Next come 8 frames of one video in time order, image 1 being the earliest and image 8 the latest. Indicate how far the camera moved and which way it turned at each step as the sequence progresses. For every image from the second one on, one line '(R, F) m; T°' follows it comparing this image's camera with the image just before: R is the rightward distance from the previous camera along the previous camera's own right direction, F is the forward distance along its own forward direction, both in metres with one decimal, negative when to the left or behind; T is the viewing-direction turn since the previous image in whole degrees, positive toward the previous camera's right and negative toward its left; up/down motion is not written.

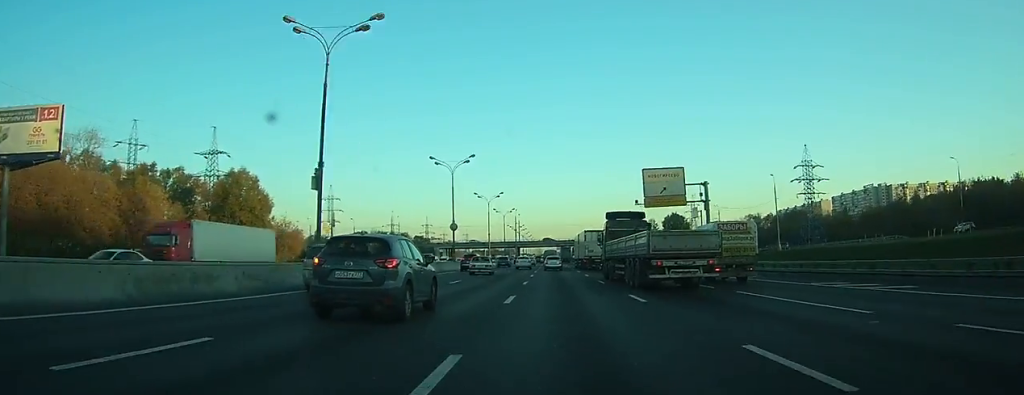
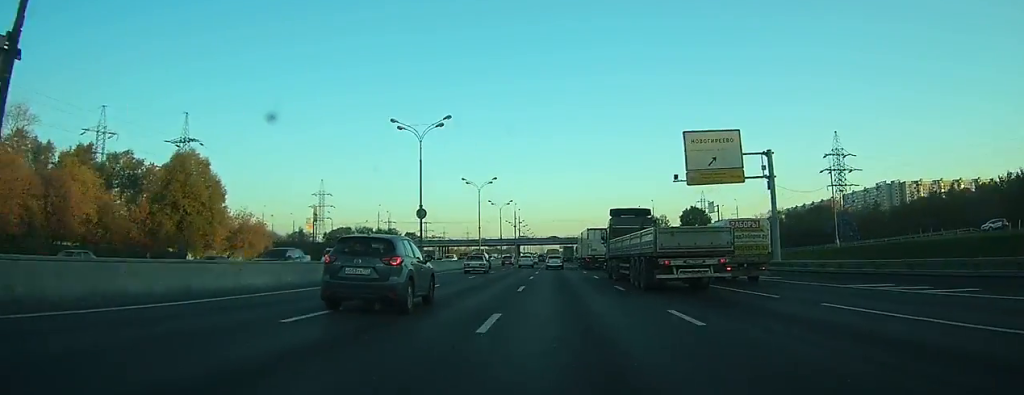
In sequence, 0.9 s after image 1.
(0.0, +17.8) m; 0°
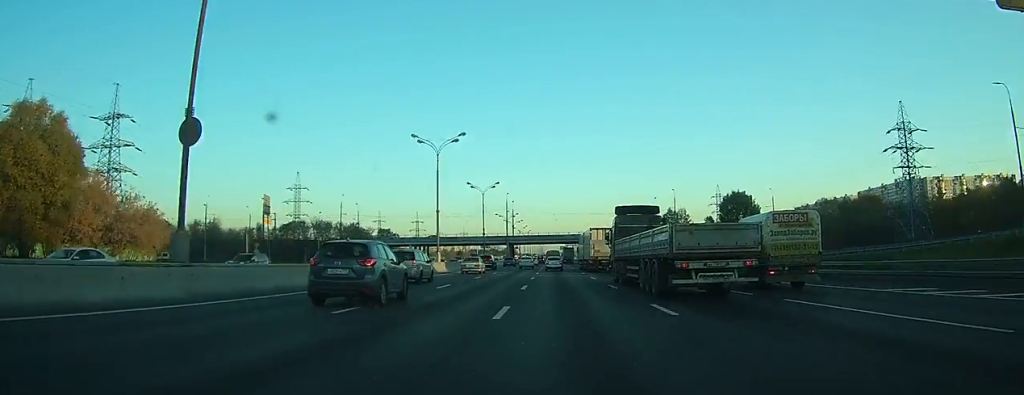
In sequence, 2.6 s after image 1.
(-0.1, +32.9) m; 0°
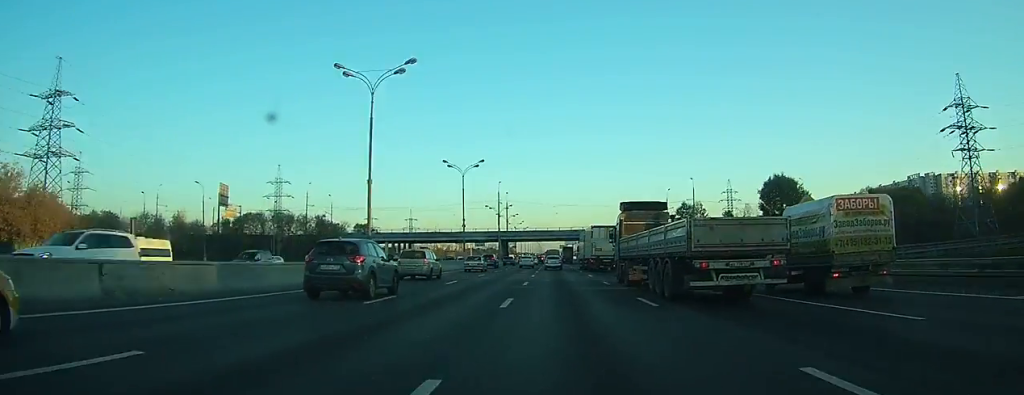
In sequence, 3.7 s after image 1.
(0.0, +22.3) m; 0°
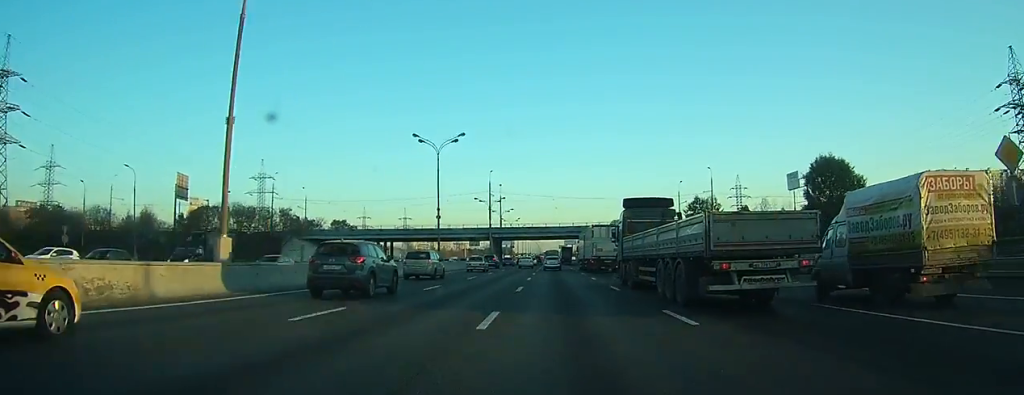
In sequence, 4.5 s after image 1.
(0.0, +16.6) m; 0°
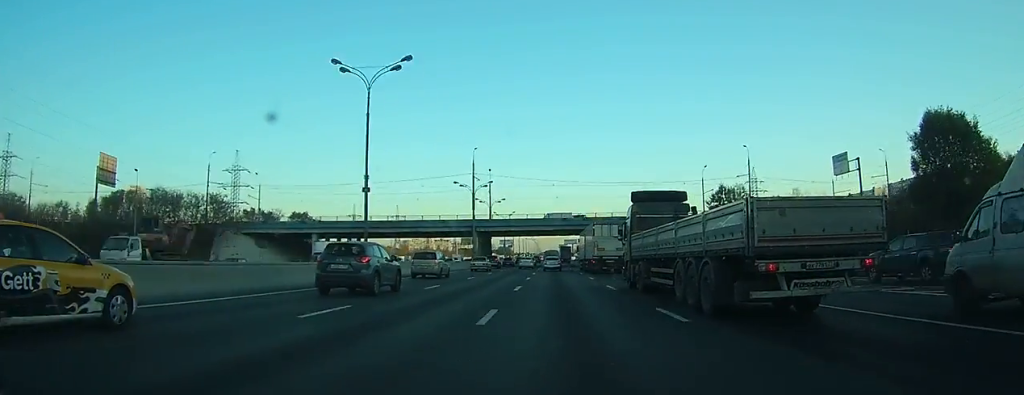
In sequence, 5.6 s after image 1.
(+0.1, +22.7) m; 0°
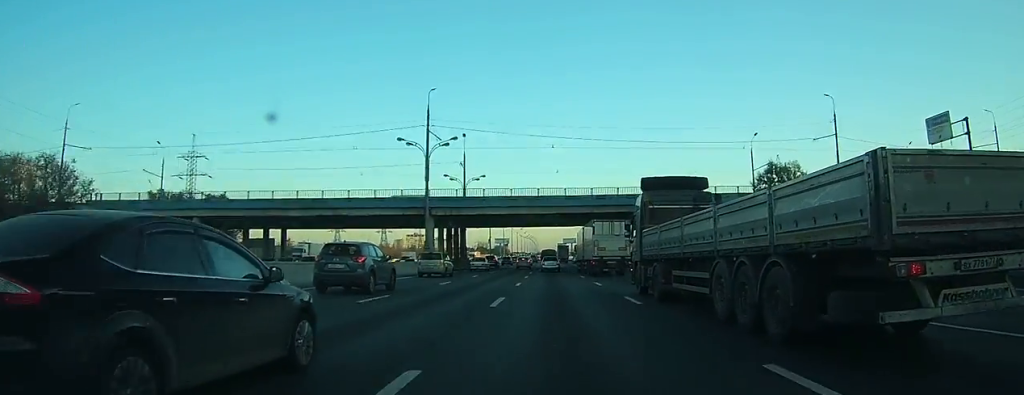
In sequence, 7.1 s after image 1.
(+0.1, +29.9) m; 0°
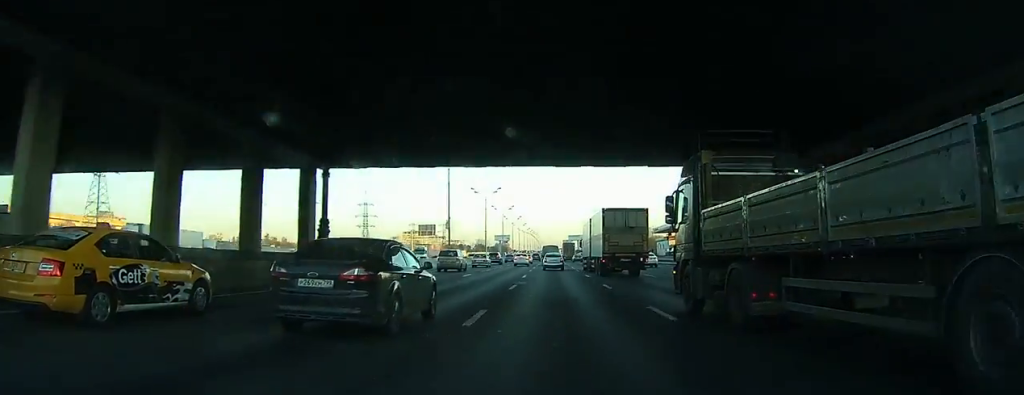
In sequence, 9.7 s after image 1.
(-0.2, +49.8) m; -1°
